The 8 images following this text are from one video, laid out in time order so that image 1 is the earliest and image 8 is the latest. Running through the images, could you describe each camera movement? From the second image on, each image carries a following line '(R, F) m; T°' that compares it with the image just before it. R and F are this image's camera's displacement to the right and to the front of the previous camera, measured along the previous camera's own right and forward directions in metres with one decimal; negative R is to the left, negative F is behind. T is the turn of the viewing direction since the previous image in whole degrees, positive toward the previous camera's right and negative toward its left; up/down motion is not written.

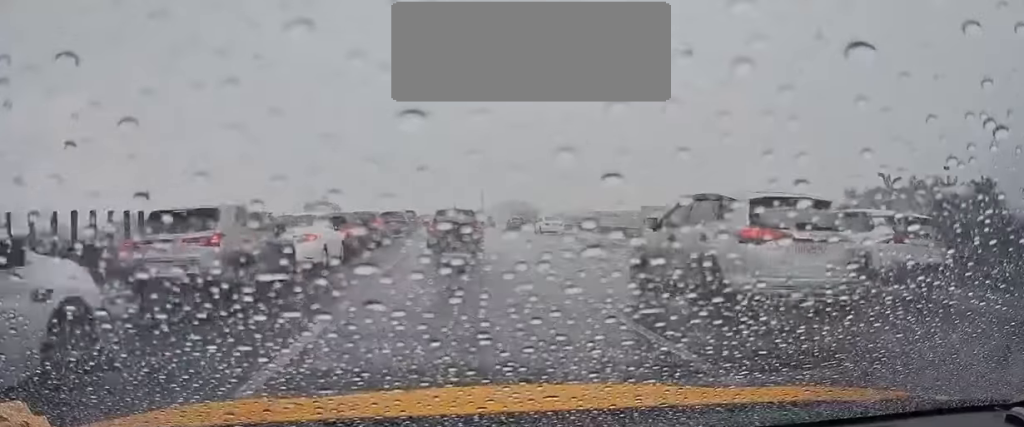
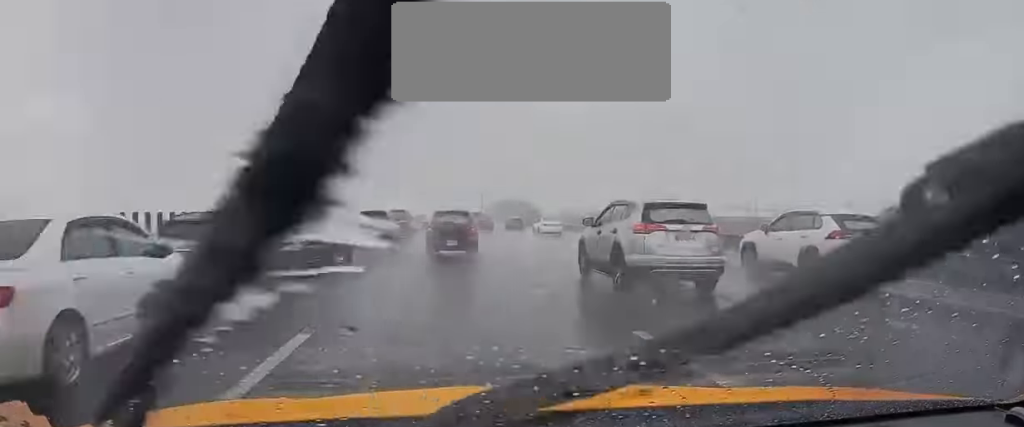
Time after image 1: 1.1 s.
(-0.1, +11.0) m; 0°
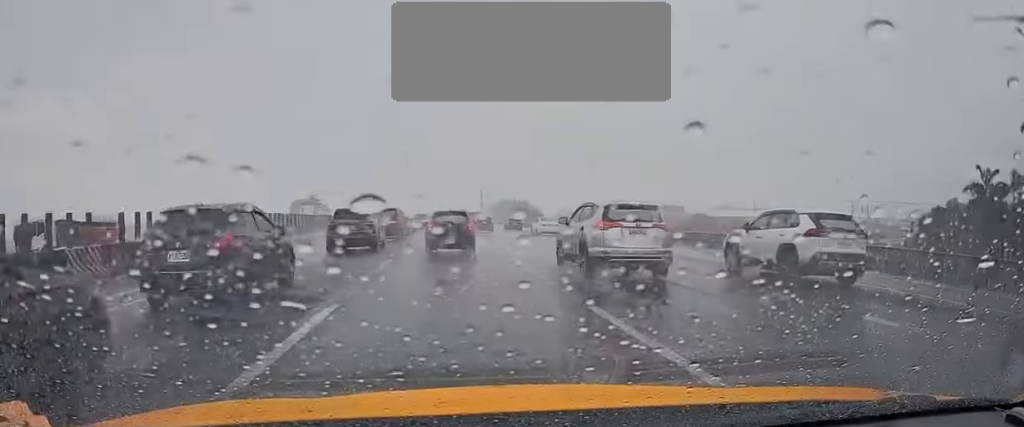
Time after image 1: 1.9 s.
(+0.1, +8.1) m; 0°
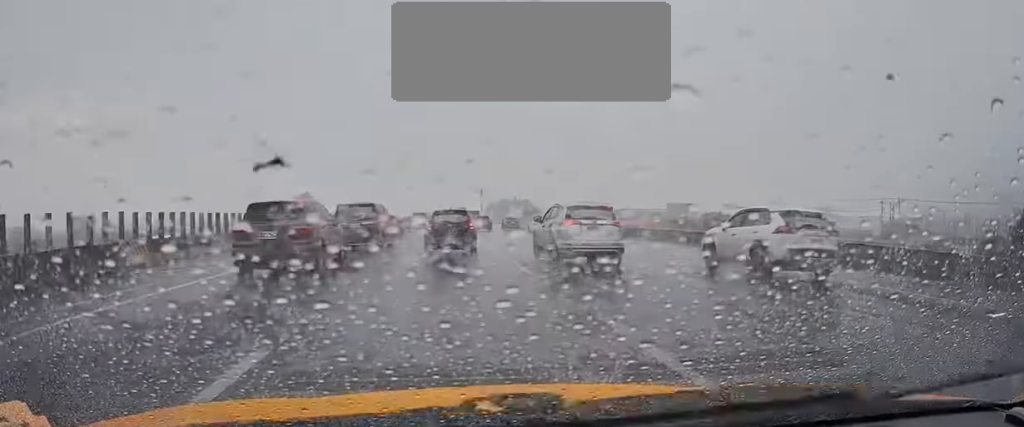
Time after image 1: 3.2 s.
(0.0, +13.3) m; 0°
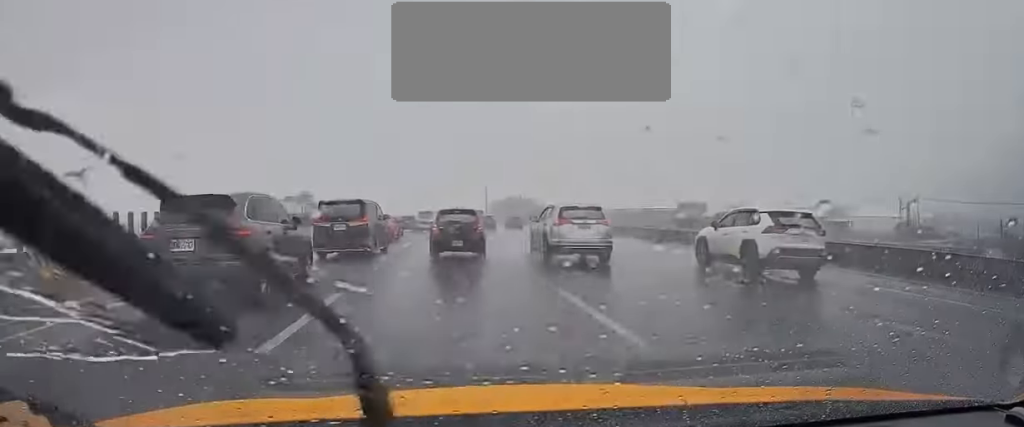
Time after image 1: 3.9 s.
(0.0, +5.9) m; 0°
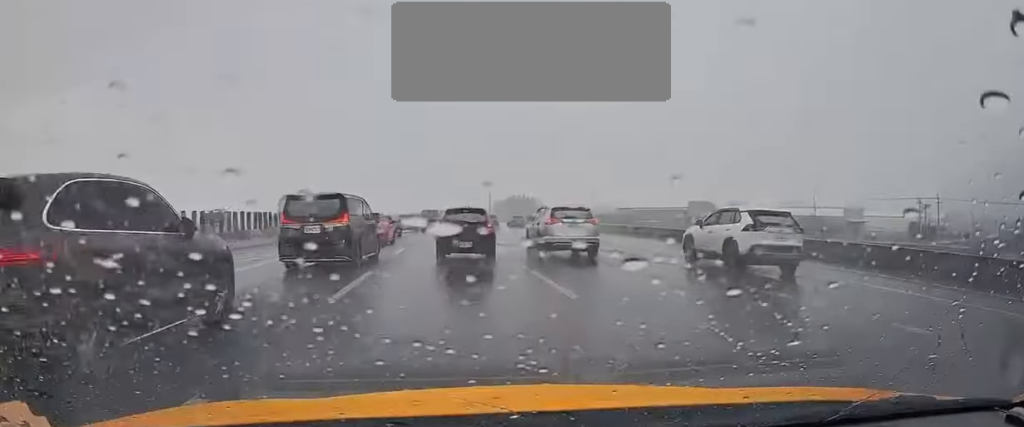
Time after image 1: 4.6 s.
(0.0, +7.0) m; 0°
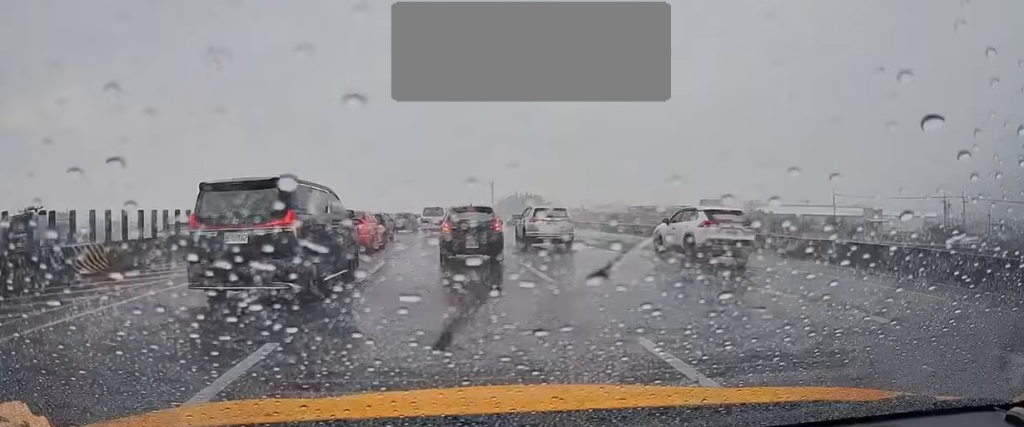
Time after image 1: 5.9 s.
(0.0, +9.6) m; 0°
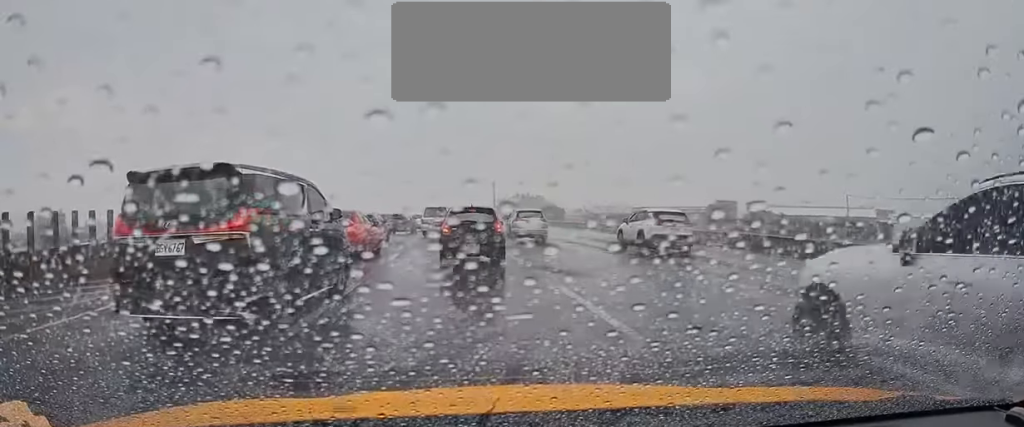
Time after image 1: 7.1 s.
(+0.1, +7.4) m; +1°
